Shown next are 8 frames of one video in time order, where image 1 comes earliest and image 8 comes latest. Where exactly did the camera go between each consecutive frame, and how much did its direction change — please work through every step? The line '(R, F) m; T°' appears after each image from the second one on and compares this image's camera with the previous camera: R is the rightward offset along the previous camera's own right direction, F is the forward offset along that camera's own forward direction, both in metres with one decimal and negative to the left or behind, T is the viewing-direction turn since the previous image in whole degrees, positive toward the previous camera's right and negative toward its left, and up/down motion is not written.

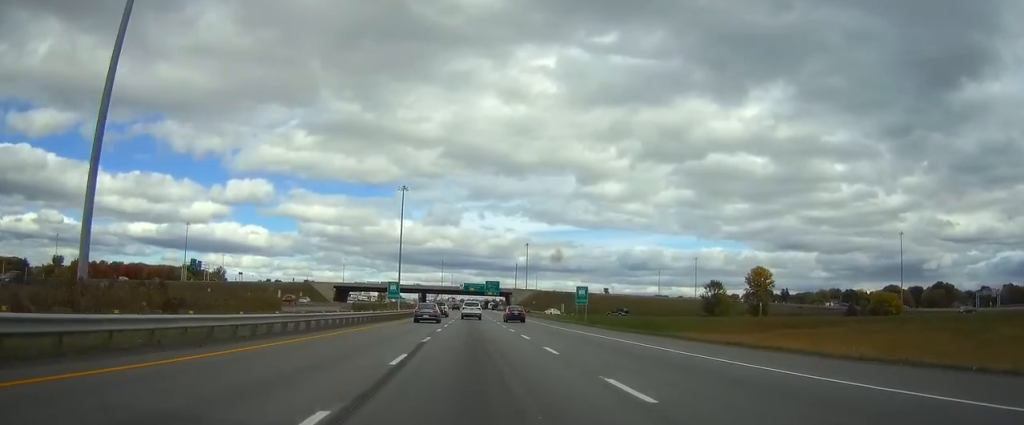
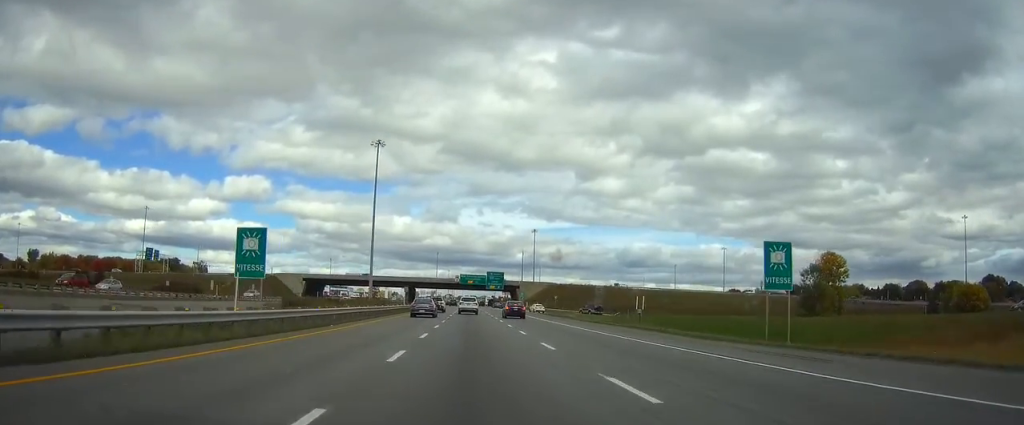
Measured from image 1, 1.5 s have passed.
(0.0, +45.3) m; 0°
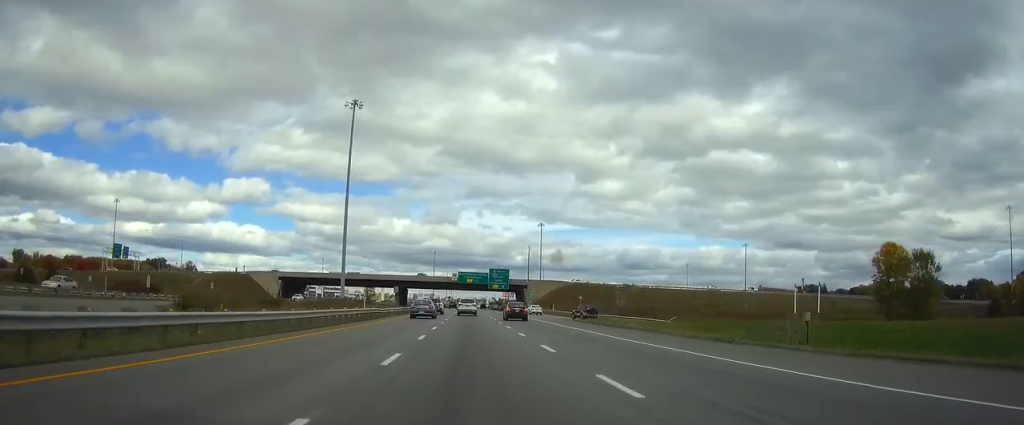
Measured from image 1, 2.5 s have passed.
(+0.1, +27.3) m; 0°
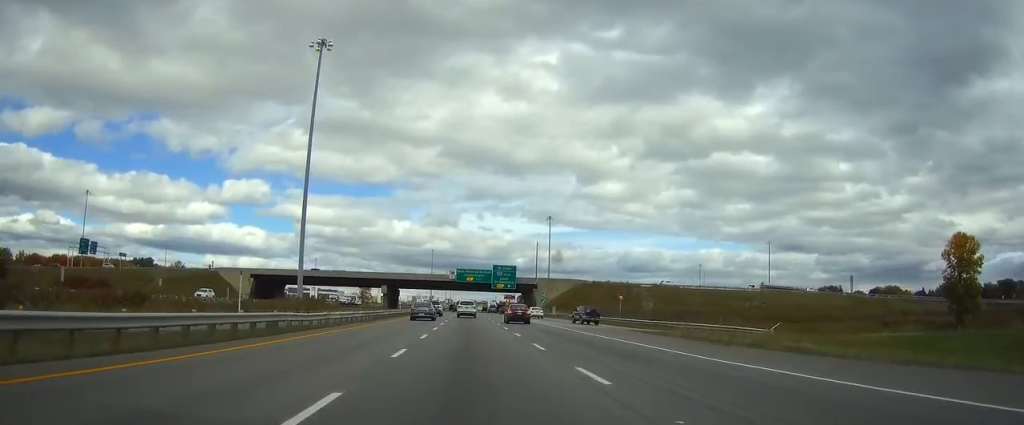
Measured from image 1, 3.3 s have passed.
(0.0, +25.3) m; 0°
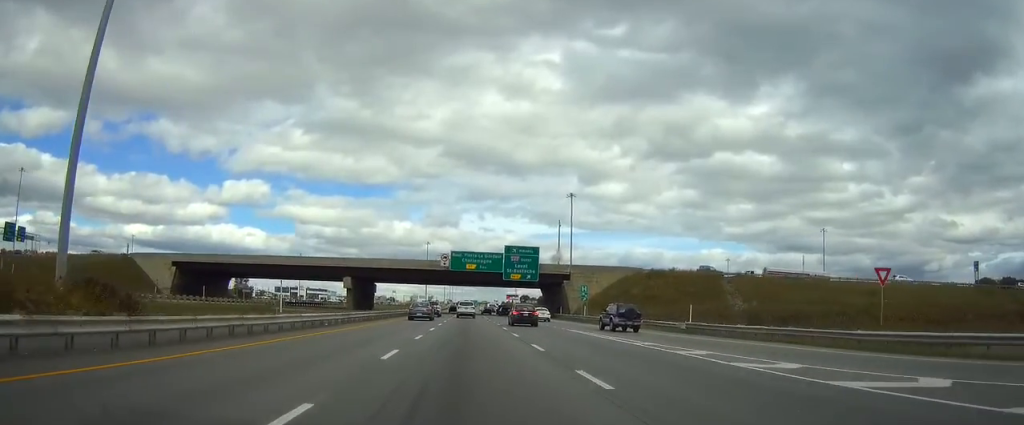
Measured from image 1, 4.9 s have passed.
(-0.2, +46.3) m; 0°
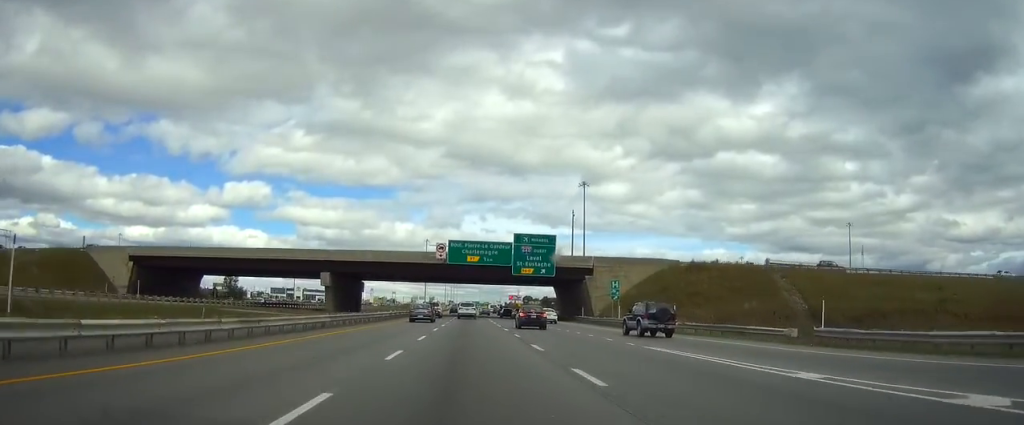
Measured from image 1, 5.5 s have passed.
(0.0, +17.3) m; 0°
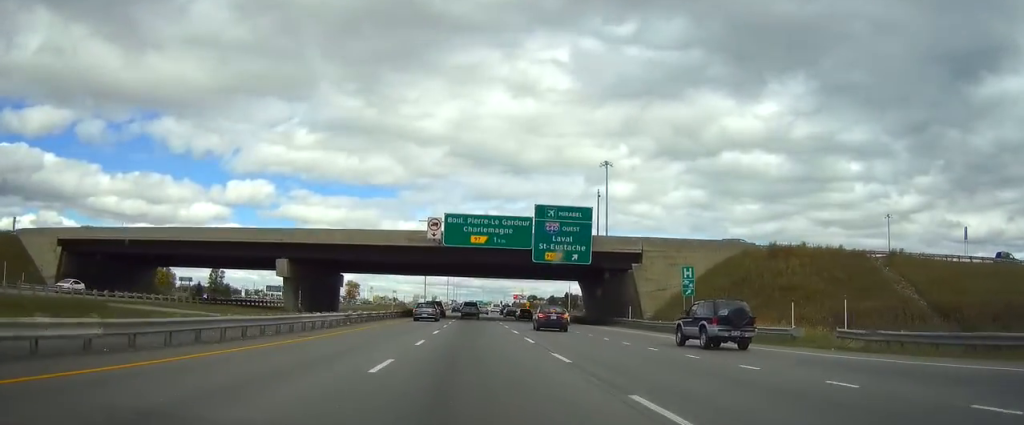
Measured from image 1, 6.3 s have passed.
(0.0, +22.1) m; 0°
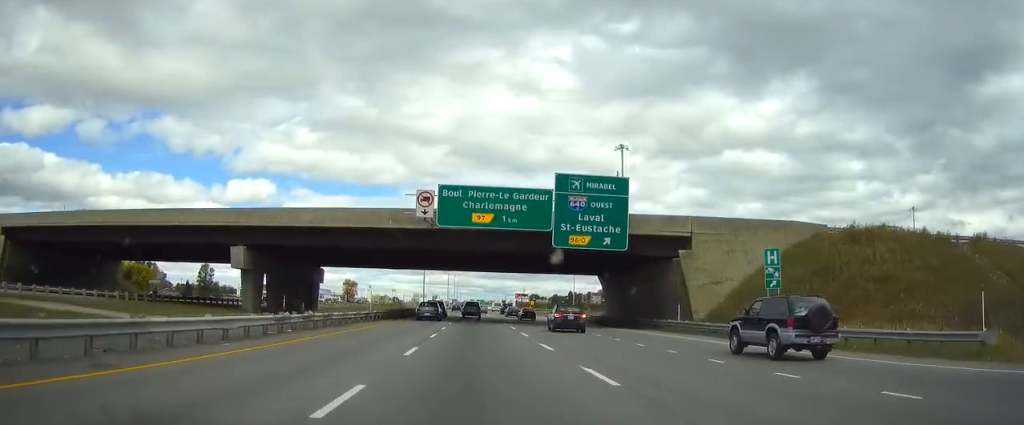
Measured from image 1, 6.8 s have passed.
(0.0, +13.5) m; 0°
